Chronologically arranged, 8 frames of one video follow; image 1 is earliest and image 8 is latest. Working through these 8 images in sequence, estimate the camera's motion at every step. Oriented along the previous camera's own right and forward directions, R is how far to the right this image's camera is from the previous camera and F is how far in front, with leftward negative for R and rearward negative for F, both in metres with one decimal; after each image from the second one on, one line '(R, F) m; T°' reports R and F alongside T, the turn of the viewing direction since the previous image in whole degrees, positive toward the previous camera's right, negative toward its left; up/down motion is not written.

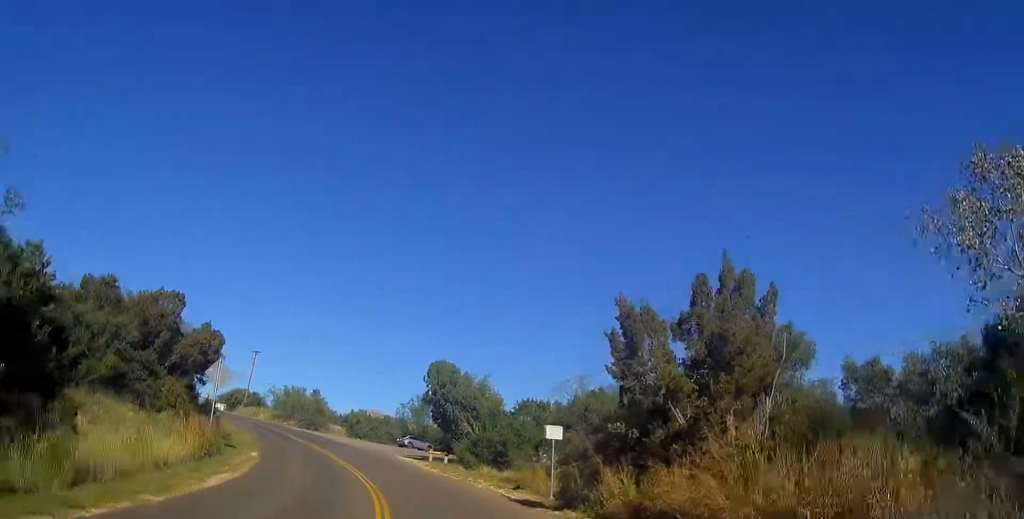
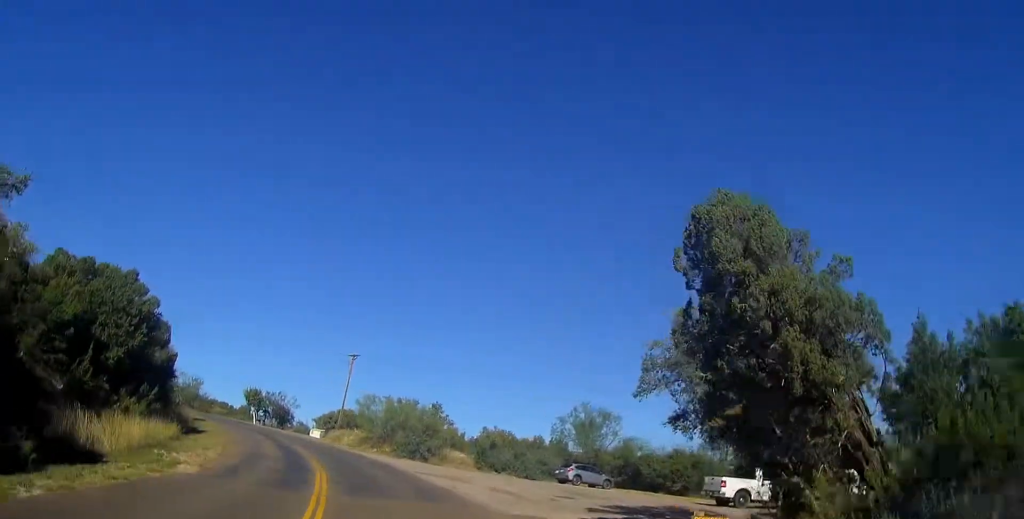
(-2.6, +25.1) m; -15°
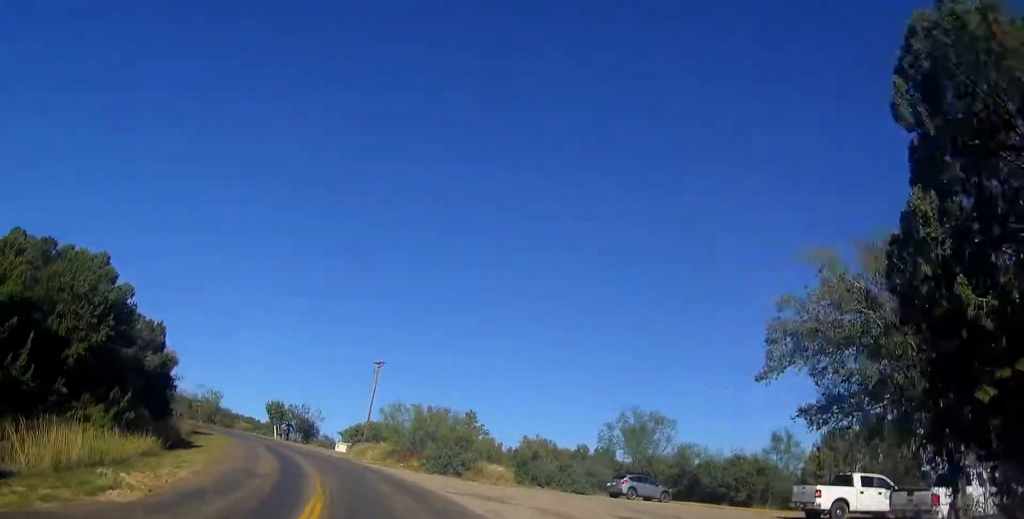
(-0.4, +5.0) m; -3°
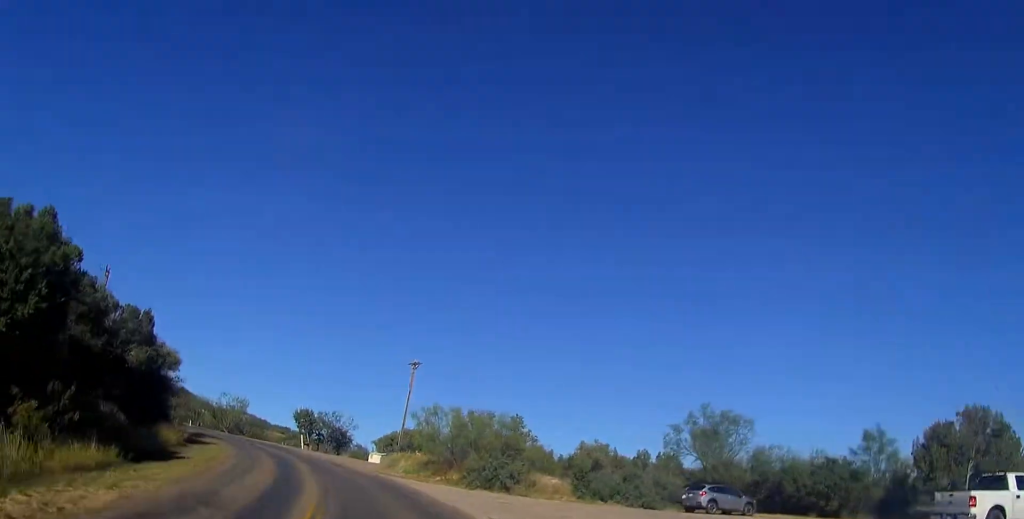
(-0.2, +6.2) m; -4°
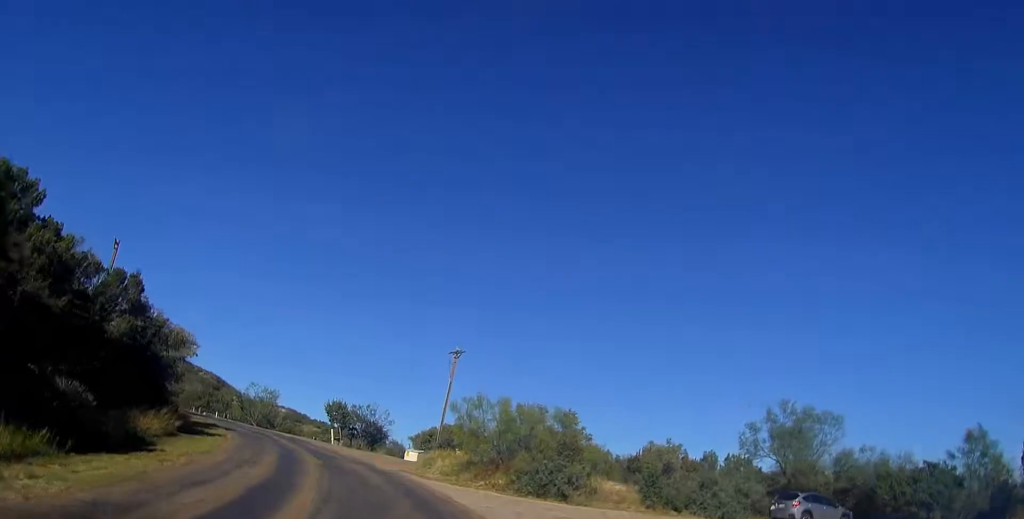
(-0.2, +5.2) m; -4°
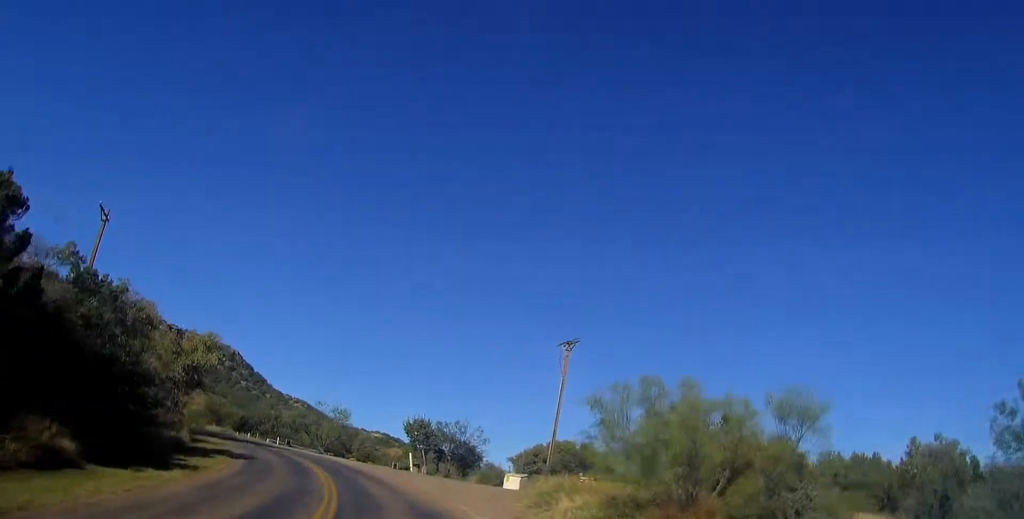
(-1.0, +12.5) m; -9°
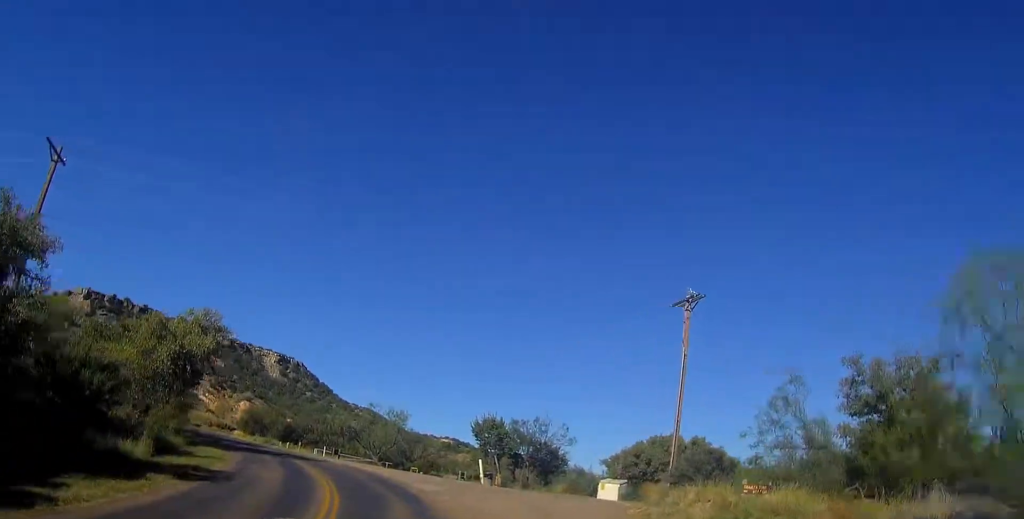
(-0.6, +9.9) m; -6°
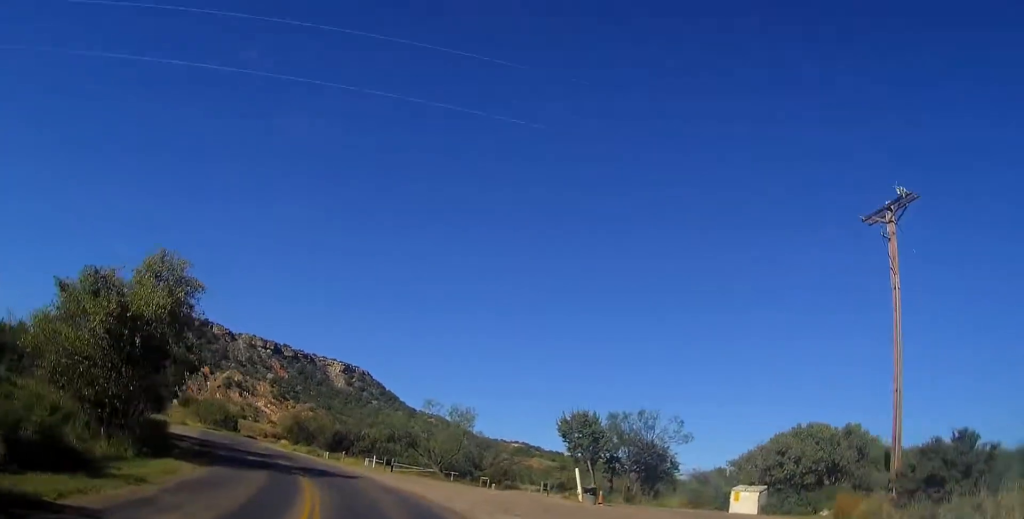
(-0.5, +10.5) m; -7°
